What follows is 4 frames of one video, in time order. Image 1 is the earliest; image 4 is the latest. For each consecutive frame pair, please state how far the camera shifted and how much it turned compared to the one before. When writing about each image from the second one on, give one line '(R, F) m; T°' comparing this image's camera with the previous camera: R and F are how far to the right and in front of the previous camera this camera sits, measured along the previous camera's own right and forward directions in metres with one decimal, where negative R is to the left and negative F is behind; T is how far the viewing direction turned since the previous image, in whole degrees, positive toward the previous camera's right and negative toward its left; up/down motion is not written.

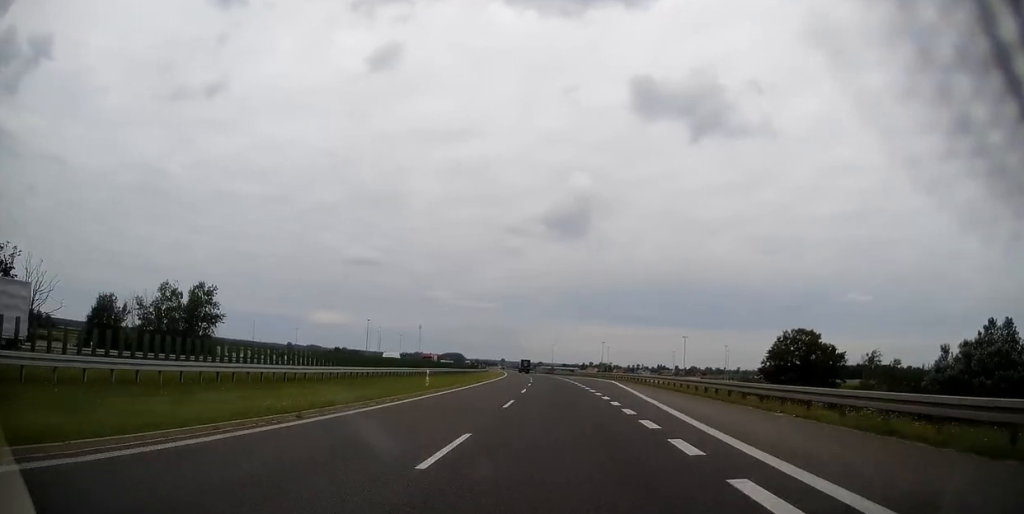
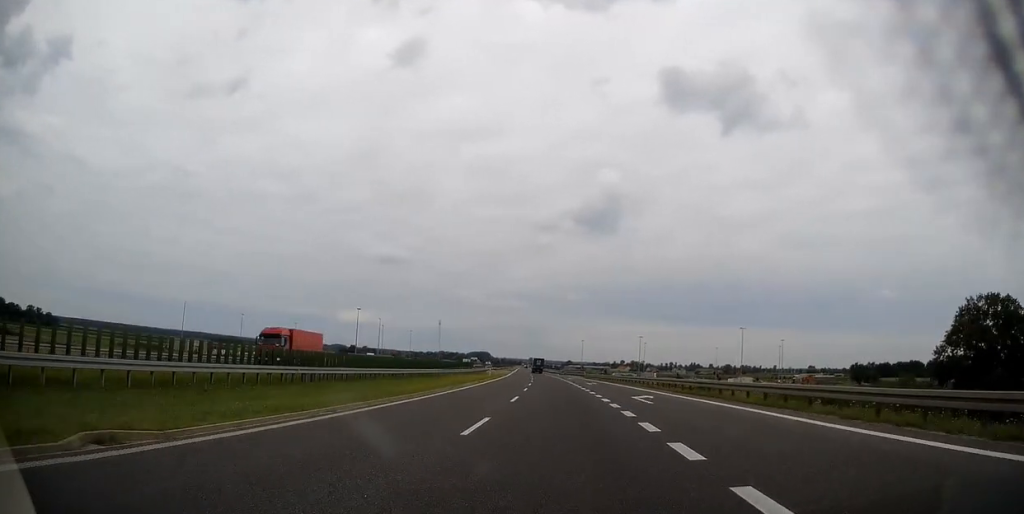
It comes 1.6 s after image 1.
(-1.5, +56.3) m; -3°
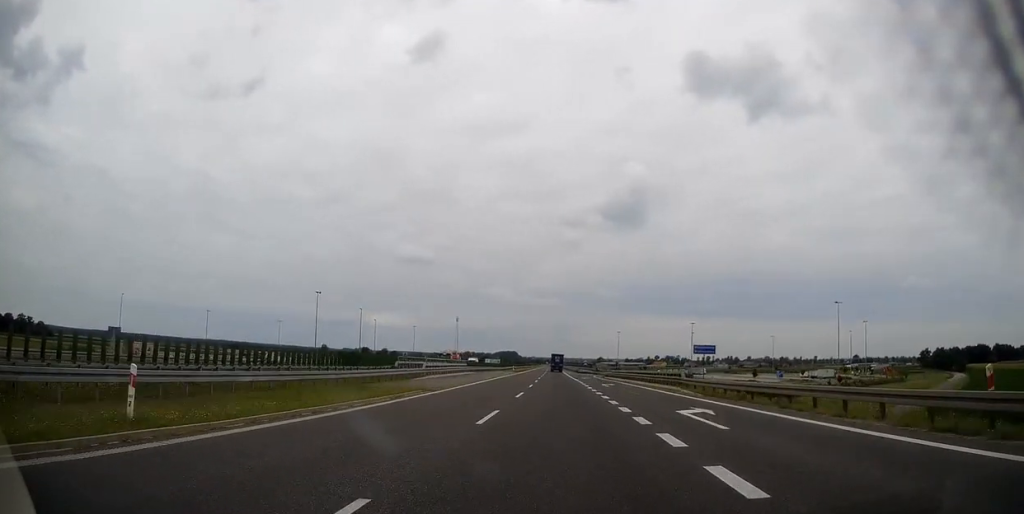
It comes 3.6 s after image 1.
(-1.7, +70.8) m; -3°
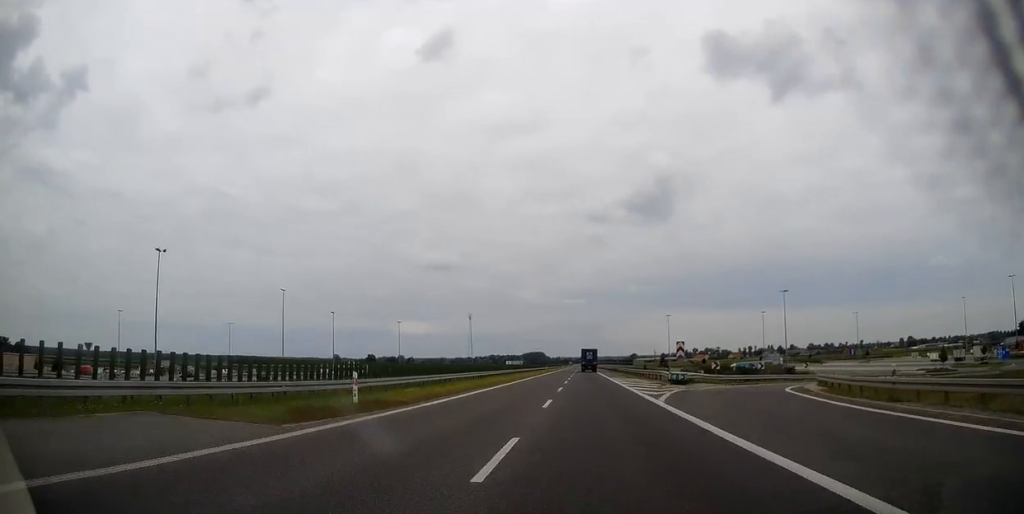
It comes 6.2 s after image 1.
(-2.7, +91.4) m; -3°
